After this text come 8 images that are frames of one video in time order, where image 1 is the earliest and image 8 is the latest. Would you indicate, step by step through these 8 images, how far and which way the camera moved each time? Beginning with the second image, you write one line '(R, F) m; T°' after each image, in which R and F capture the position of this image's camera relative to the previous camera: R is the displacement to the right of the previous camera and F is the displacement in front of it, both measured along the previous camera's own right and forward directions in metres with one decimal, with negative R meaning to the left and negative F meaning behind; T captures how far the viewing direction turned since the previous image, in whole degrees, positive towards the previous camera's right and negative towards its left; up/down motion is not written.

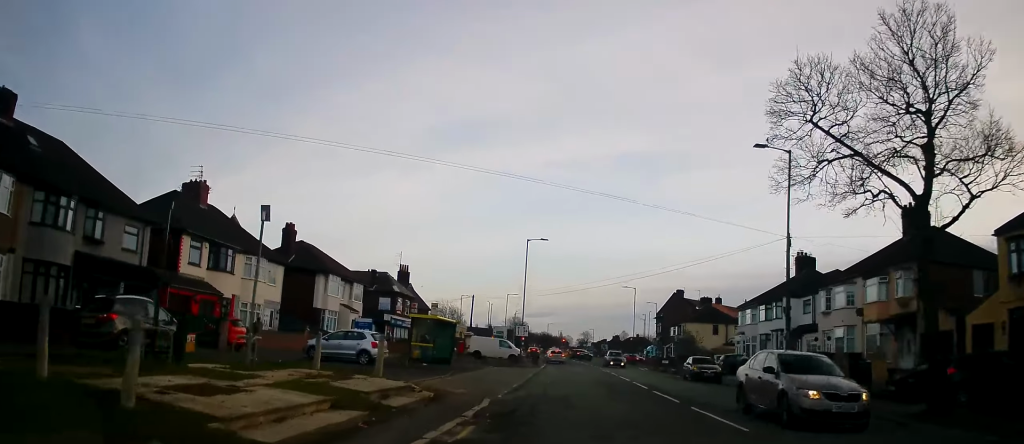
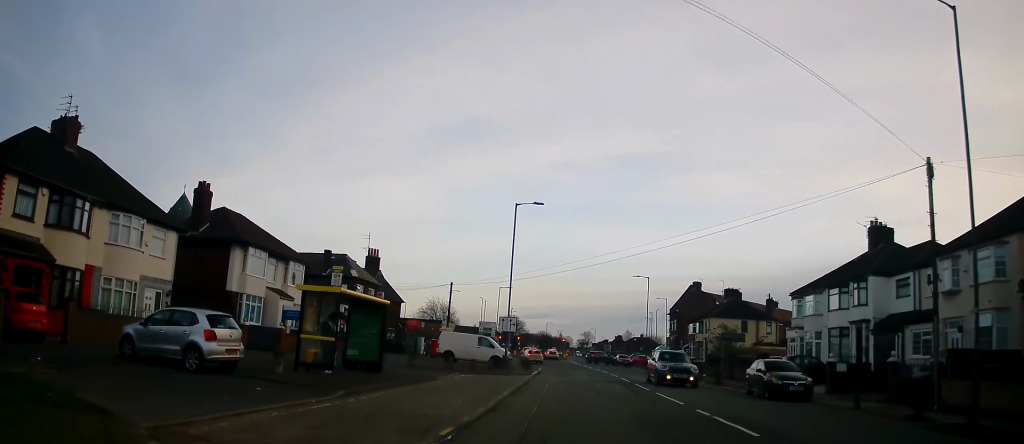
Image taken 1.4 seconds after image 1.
(+0.2, +12.7) m; +1°
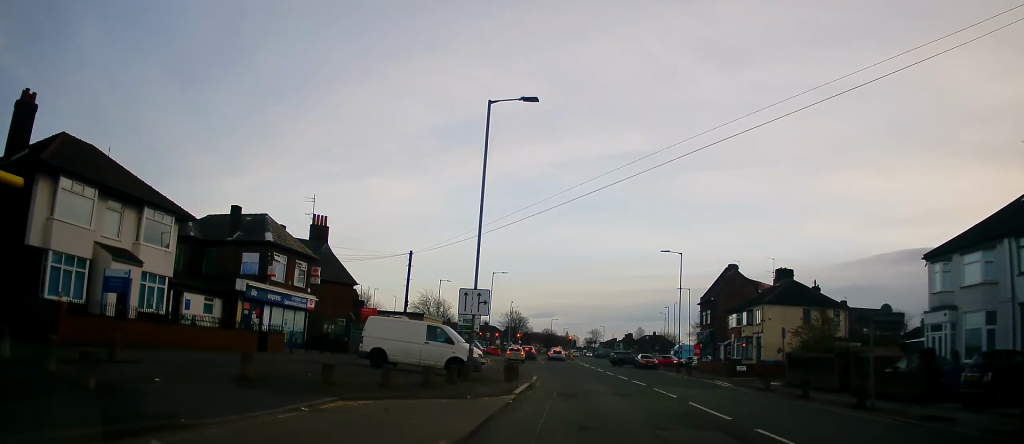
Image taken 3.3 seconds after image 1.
(-0.5, +16.0) m; -2°
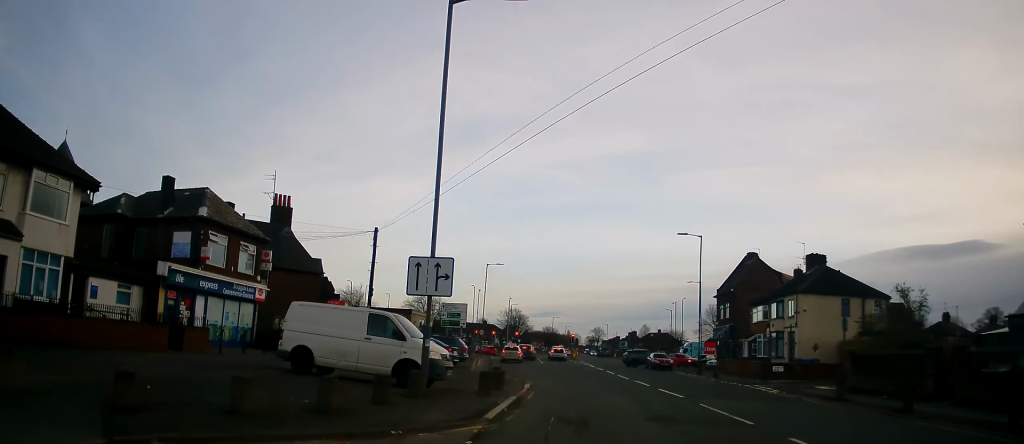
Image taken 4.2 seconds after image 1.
(+0.1, +7.3) m; +1°
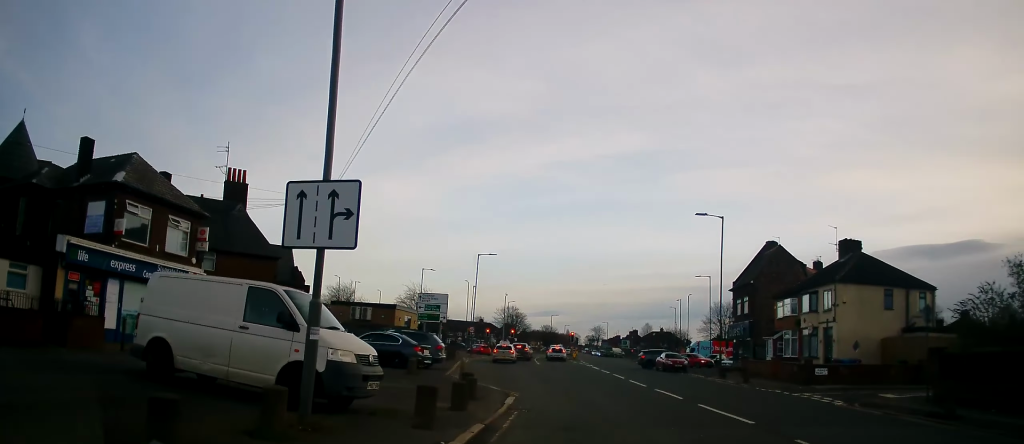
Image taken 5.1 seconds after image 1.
(0.0, +6.4) m; 0°
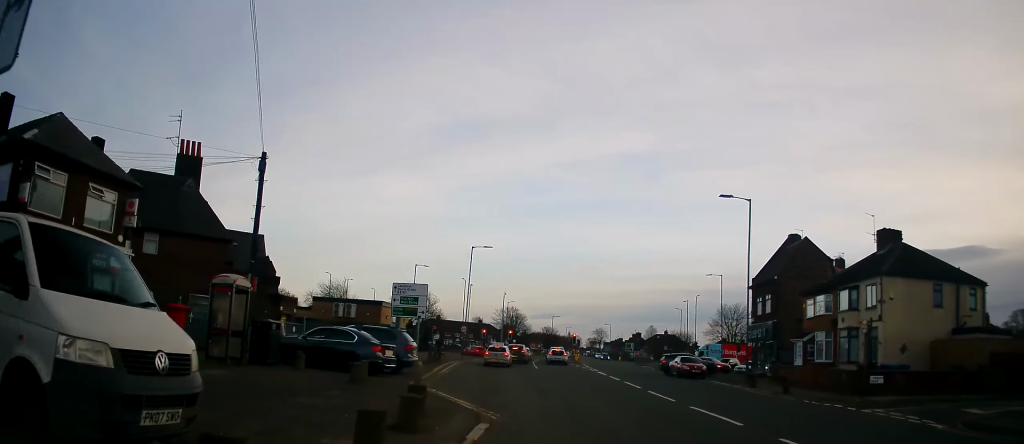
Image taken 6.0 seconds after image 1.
(0.0, +5.5) m; -2°
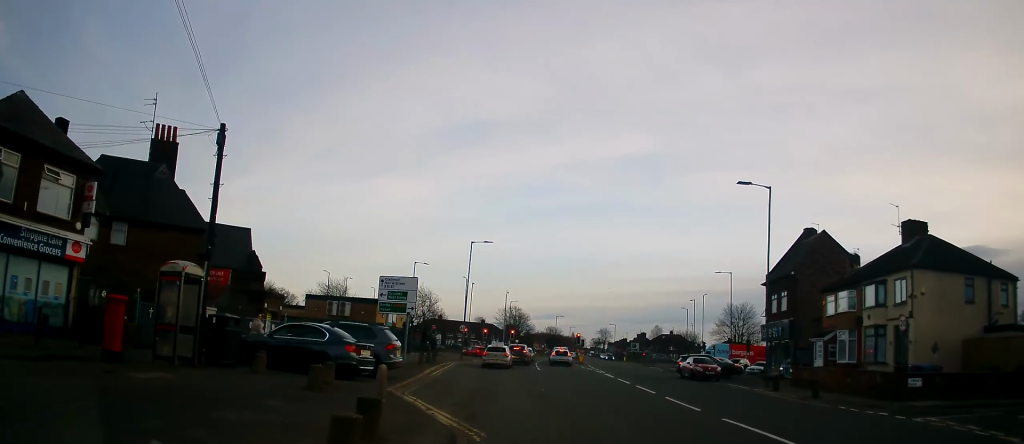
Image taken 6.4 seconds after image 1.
(-0.1, +2.7) m; 0°
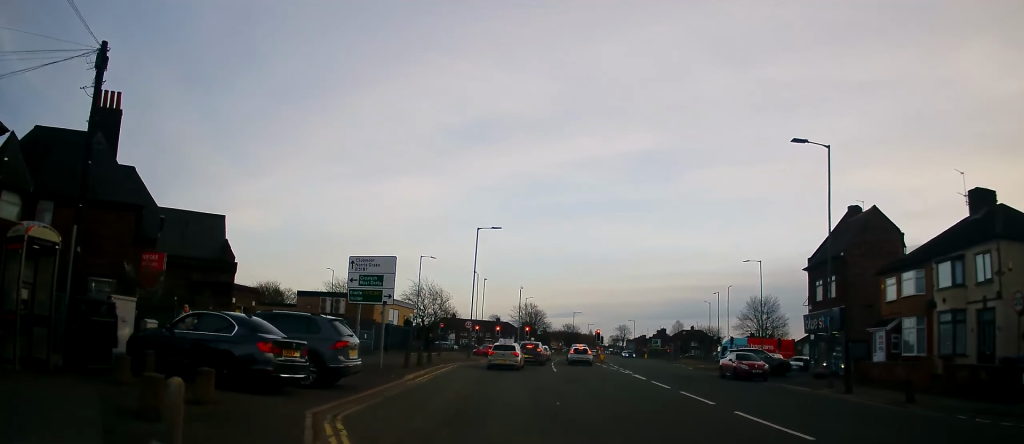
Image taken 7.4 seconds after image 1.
(0.0, +5.8) m; 0°
